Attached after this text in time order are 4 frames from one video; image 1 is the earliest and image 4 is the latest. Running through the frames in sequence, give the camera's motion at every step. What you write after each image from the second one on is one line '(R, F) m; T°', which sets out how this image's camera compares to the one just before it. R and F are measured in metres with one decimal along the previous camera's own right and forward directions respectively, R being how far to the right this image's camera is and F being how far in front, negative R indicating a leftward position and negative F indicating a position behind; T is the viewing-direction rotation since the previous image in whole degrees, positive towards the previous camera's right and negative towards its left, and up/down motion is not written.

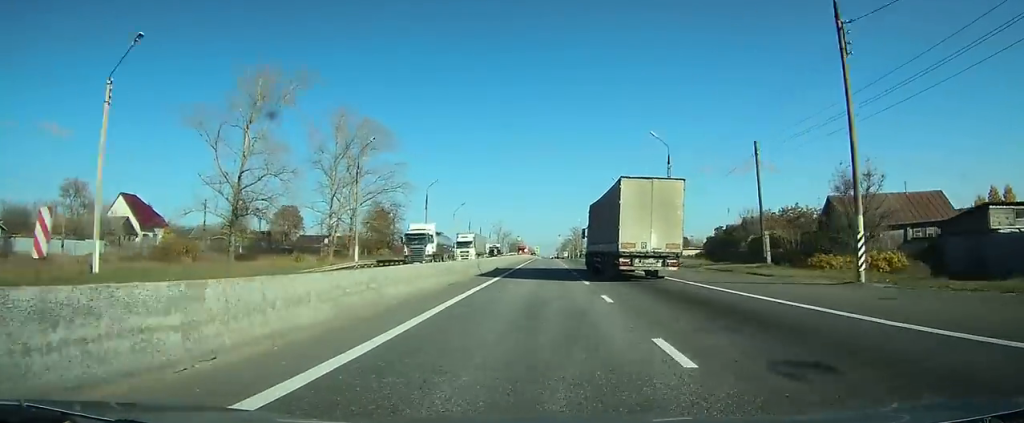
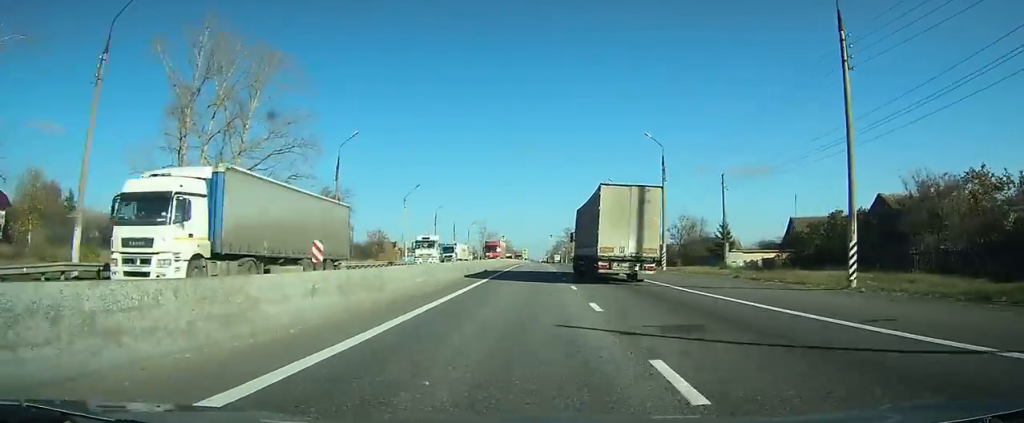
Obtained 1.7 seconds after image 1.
(+0.1, +33.8) m; +1°
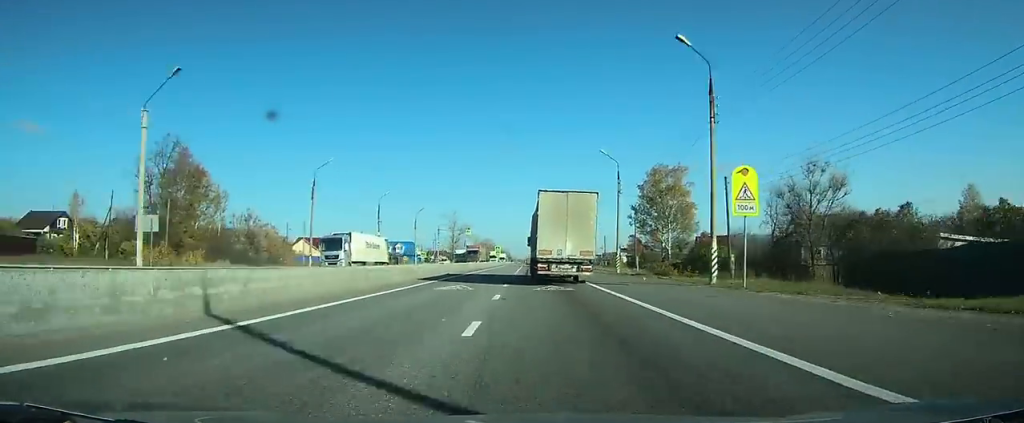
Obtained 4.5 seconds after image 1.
(+0.6, +53.4) m; 0°
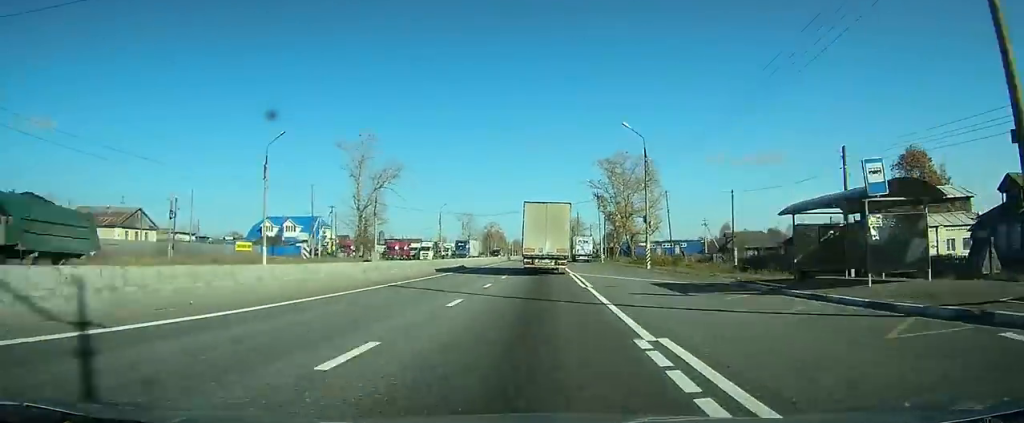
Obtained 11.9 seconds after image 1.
(-2.8, +134.6) m; -2°
